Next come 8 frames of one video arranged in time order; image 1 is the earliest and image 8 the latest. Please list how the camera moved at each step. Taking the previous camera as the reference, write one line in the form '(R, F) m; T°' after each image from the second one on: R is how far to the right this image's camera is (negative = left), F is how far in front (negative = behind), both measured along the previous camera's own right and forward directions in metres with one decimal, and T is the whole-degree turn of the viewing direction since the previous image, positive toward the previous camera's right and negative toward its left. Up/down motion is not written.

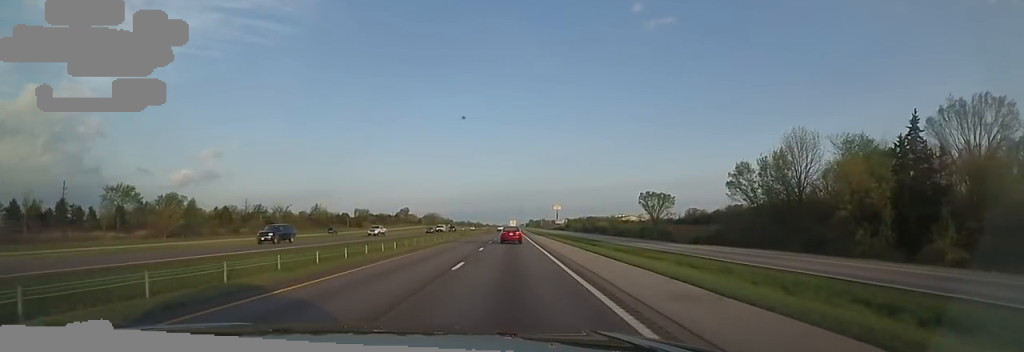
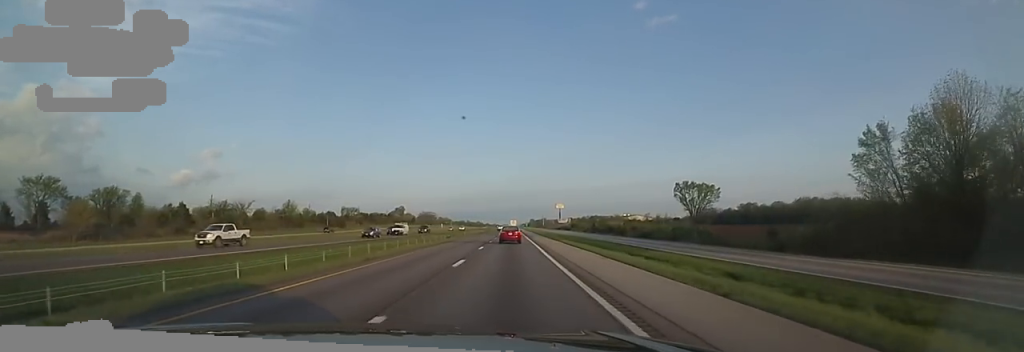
(-0.1, +23.4) m; -1°
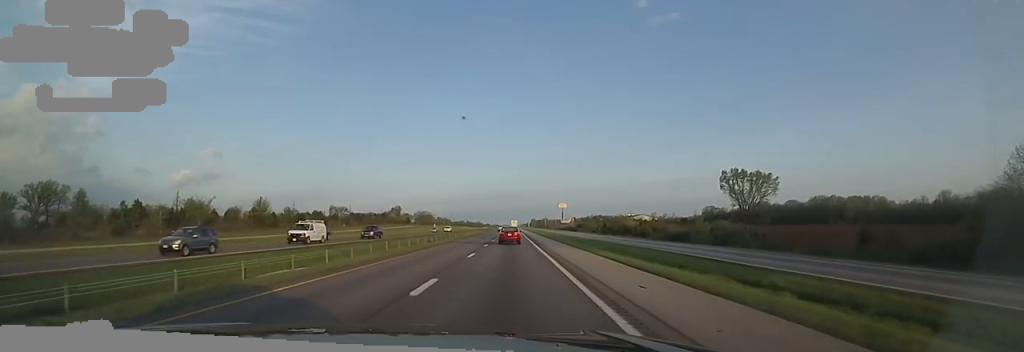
(-0.1, +18.7) m; -1°
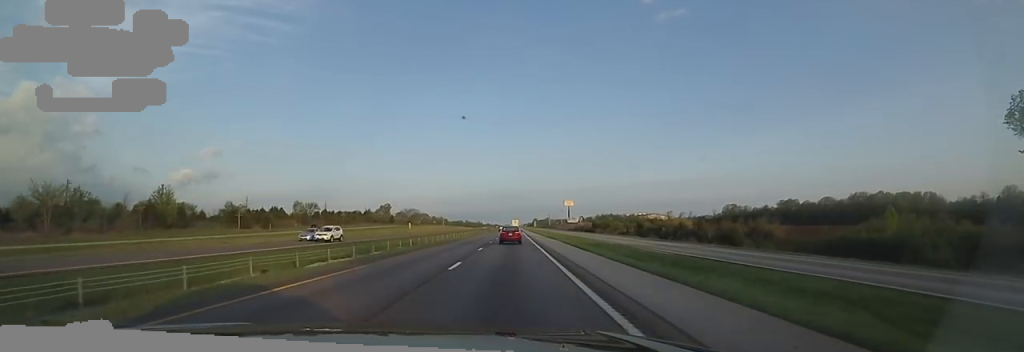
(-0.2, +42.7) m; +1°
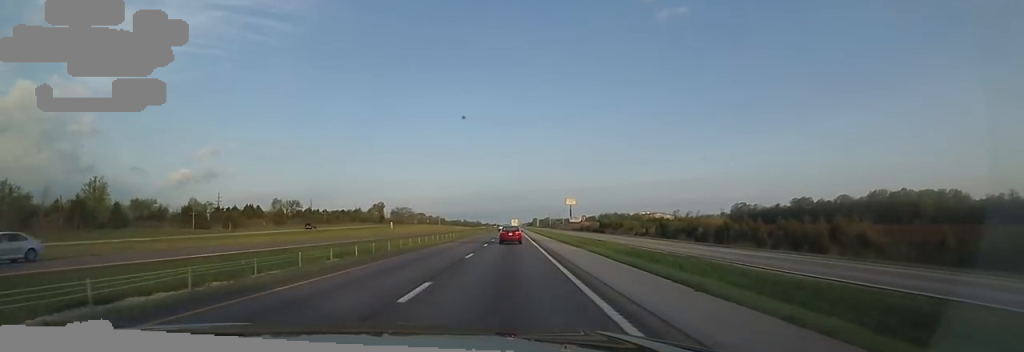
(+0.2, +18.9) m; +1°
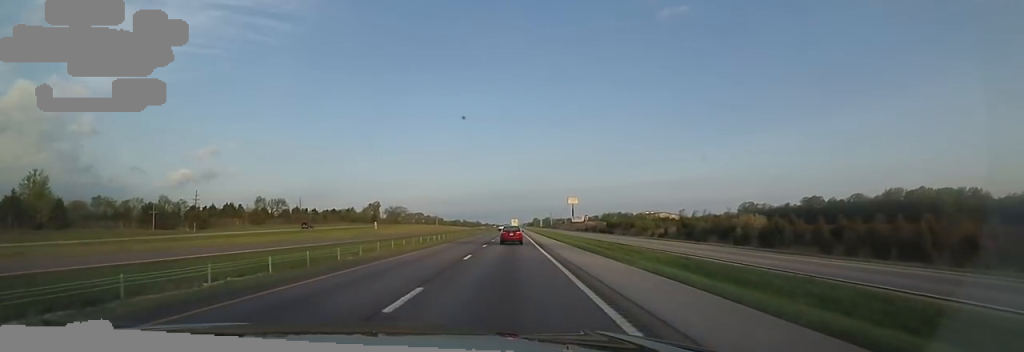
(+0.2, +13.6) m; -1°
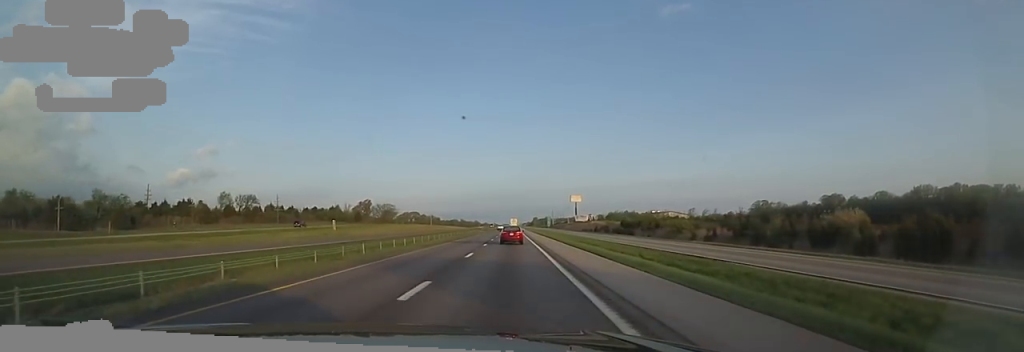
(+0.1, +23.6) m; -1°
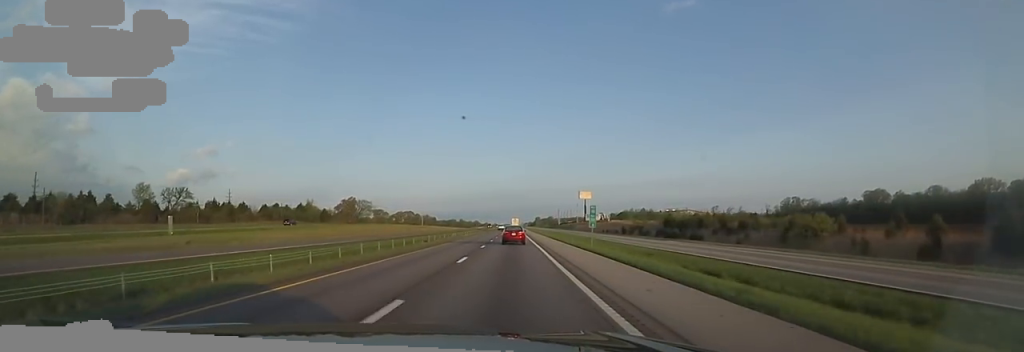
(-0.7, +39.4) m; +1°
